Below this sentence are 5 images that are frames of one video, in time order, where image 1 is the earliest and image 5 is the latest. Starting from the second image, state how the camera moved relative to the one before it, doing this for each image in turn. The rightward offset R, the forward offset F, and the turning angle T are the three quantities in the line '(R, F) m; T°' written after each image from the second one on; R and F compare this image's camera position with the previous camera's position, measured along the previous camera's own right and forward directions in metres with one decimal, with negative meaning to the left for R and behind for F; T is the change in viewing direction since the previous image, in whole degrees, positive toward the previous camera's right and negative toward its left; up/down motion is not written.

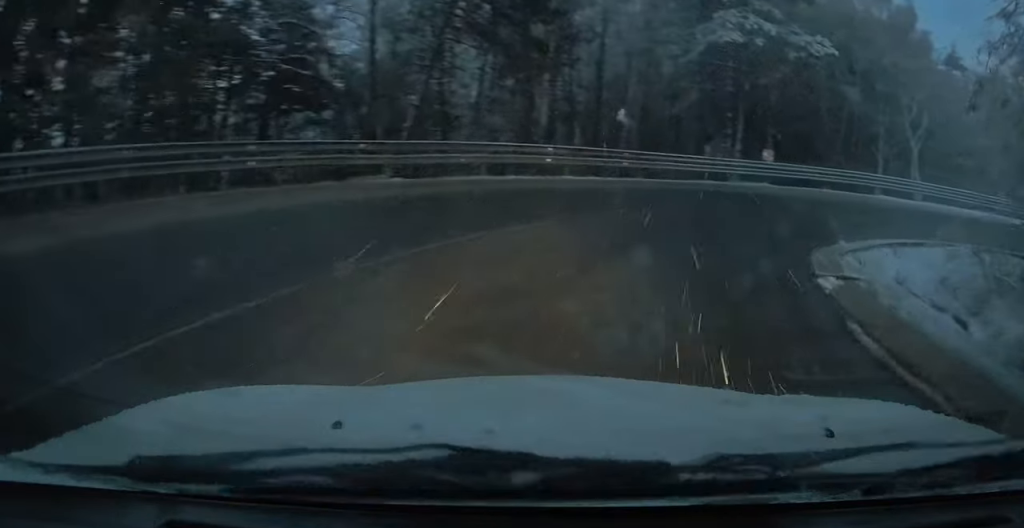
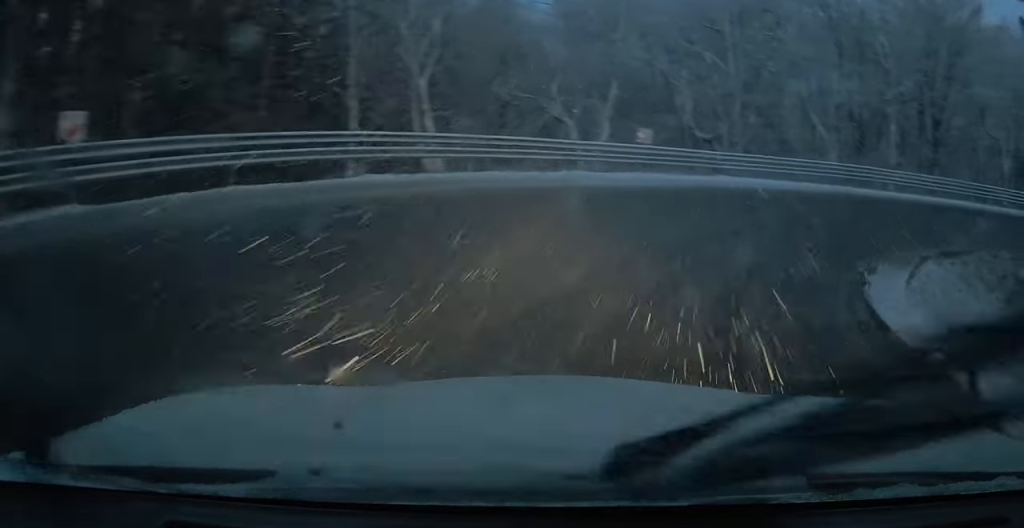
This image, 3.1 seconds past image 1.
(+12.9, +22.1) m; +40°
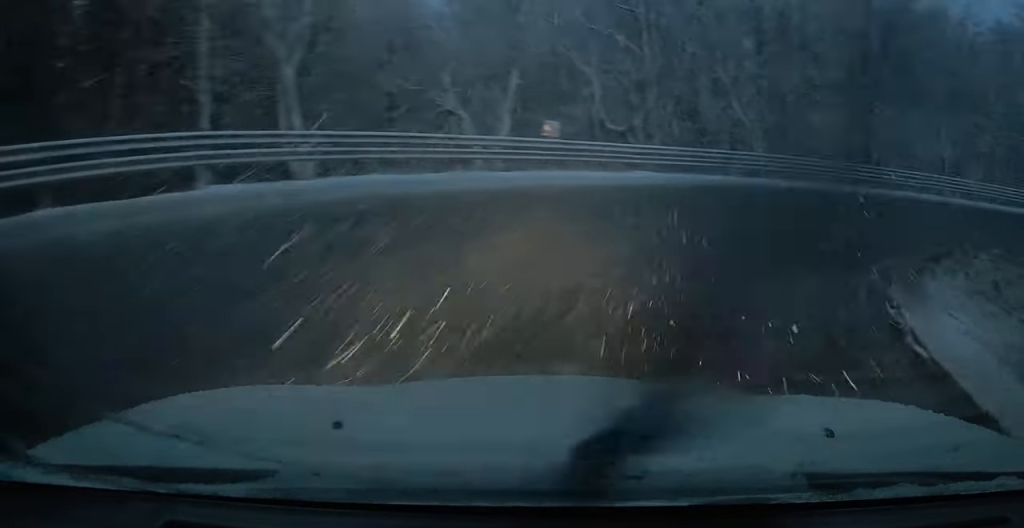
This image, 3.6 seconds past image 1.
(-0.1, +4.3) m; 0°
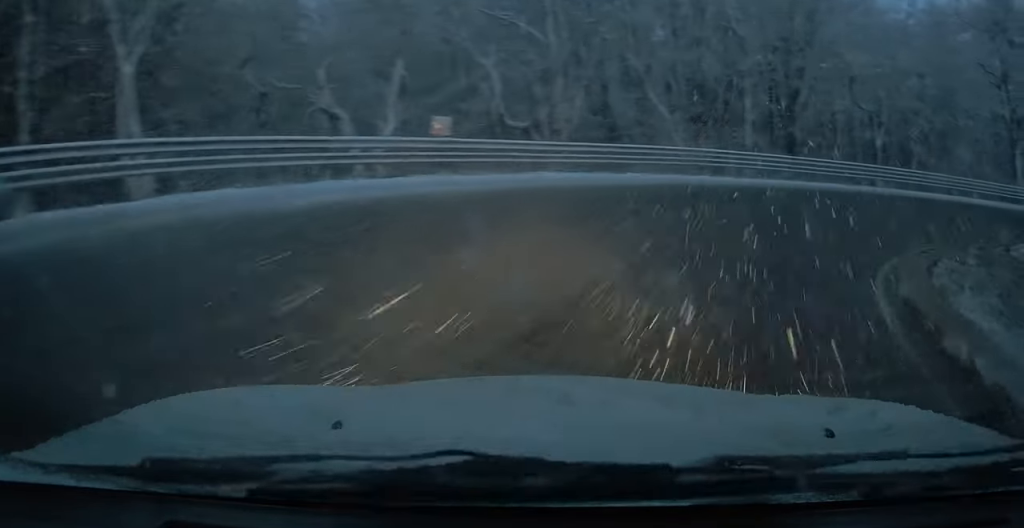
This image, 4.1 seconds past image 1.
(+0.1, +4.0) m; +10°
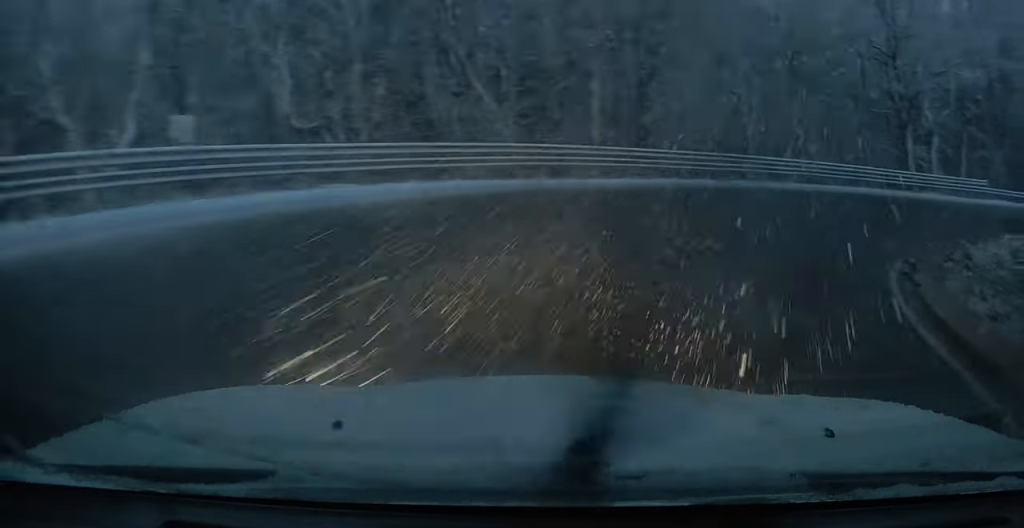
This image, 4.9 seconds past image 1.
(+0.6, +6.2) m; +23°
